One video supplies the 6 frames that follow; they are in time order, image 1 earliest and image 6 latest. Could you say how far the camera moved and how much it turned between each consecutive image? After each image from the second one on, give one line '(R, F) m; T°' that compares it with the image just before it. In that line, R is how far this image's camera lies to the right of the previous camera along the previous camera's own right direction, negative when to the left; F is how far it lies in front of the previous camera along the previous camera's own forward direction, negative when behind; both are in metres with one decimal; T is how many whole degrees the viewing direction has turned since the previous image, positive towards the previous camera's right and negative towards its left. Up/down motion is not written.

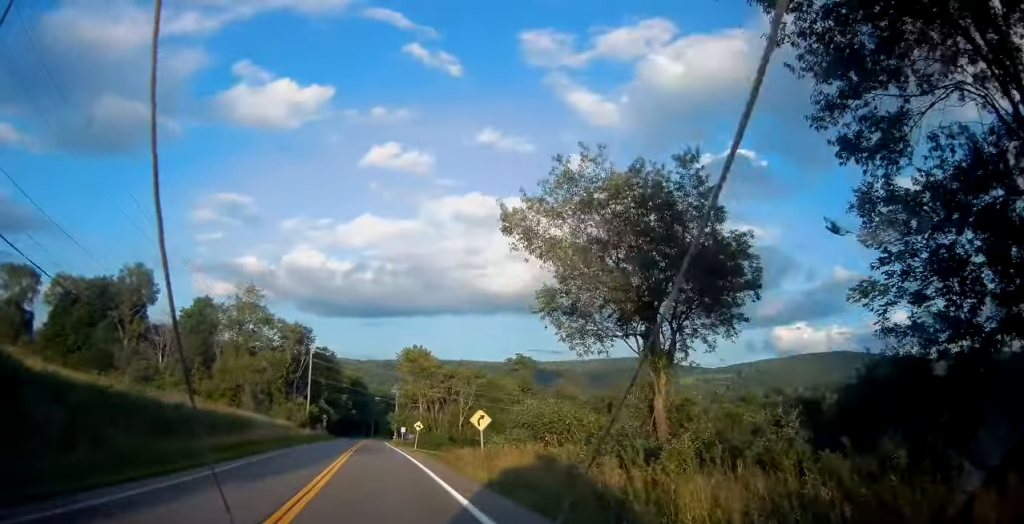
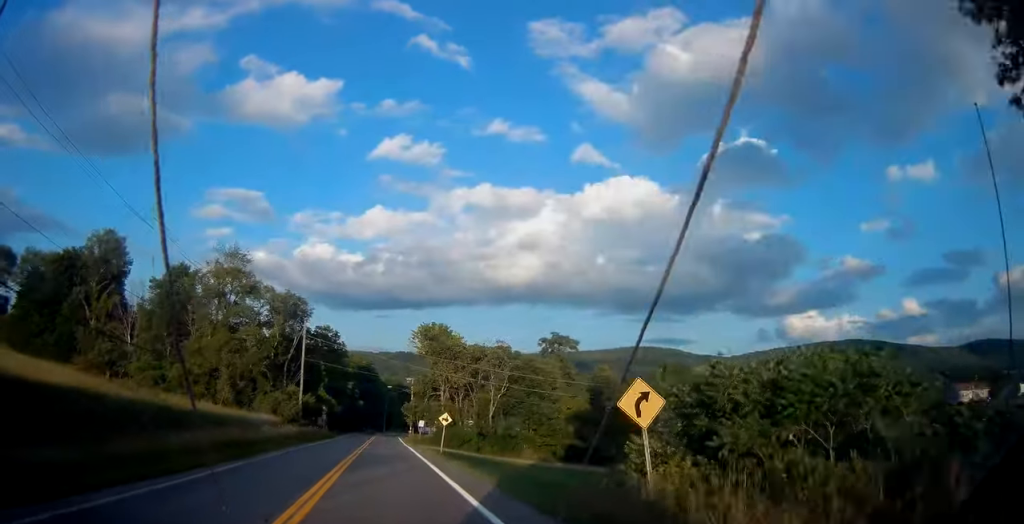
(-0.3, +16.4) m; -2°
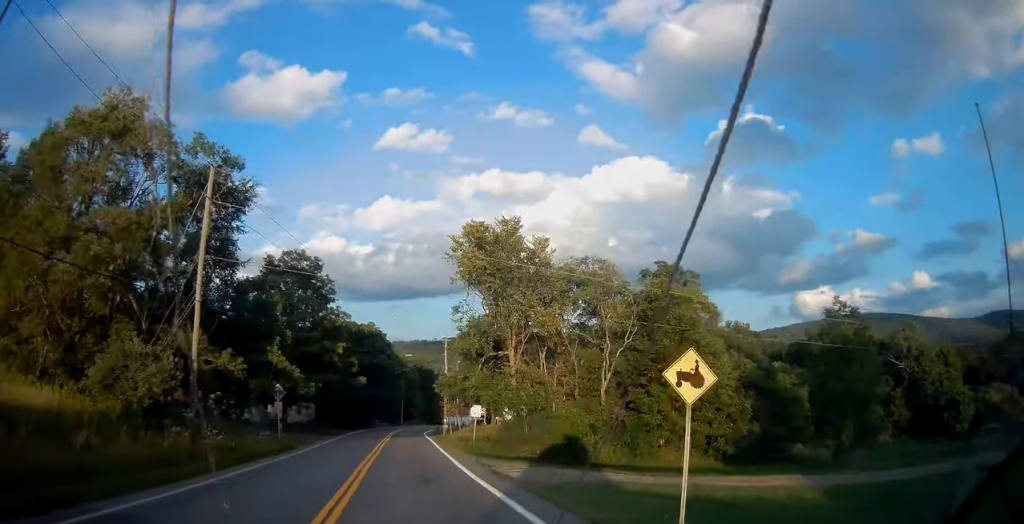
(-1.6, +37.0) m; -4°
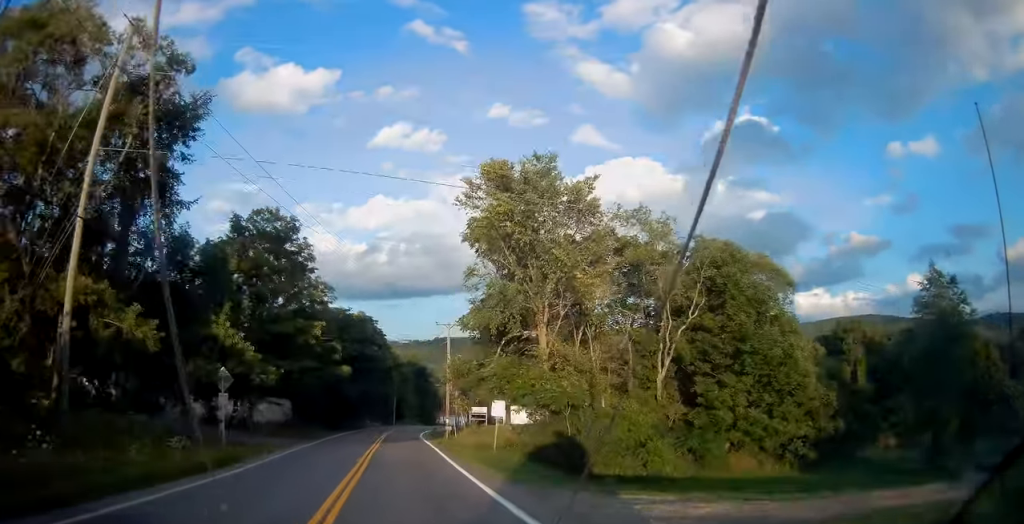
(0.0, +10.2) m; 0°
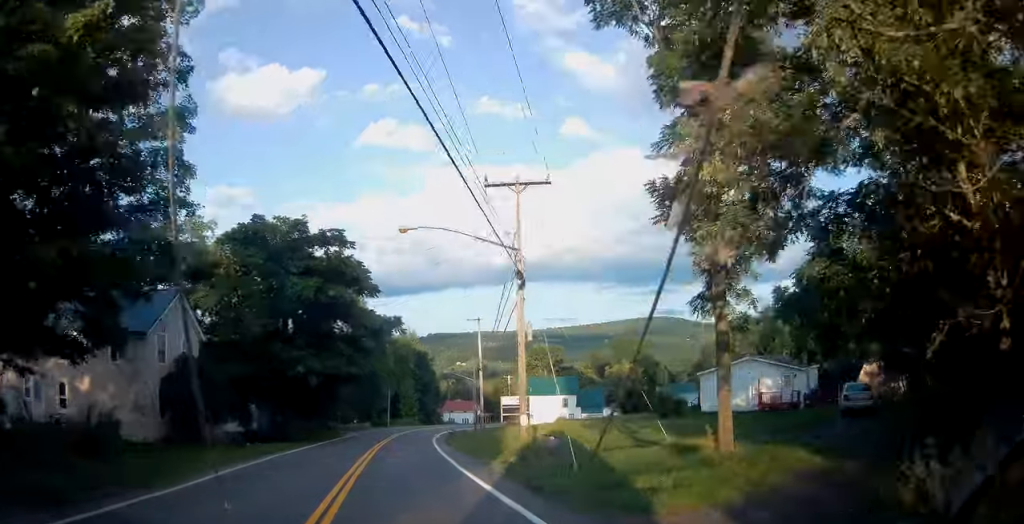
(+0.4, +30.8) m; +2°
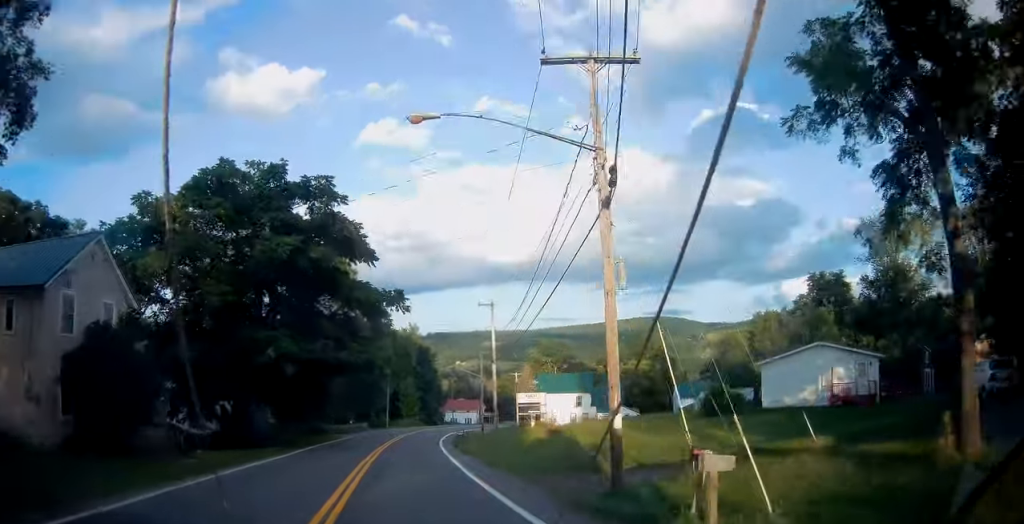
(0.0, +8.5) m; 0°
